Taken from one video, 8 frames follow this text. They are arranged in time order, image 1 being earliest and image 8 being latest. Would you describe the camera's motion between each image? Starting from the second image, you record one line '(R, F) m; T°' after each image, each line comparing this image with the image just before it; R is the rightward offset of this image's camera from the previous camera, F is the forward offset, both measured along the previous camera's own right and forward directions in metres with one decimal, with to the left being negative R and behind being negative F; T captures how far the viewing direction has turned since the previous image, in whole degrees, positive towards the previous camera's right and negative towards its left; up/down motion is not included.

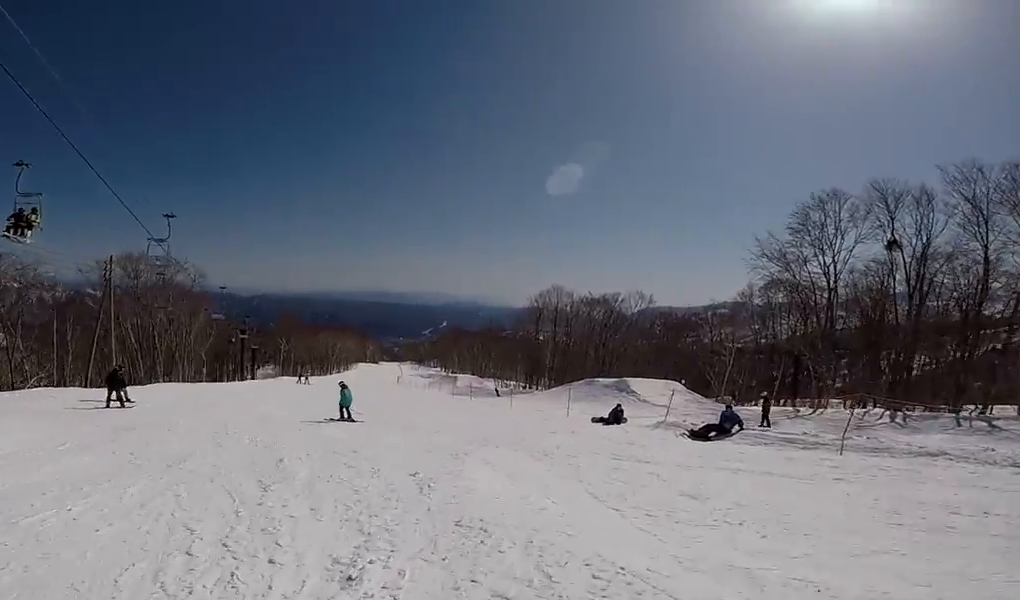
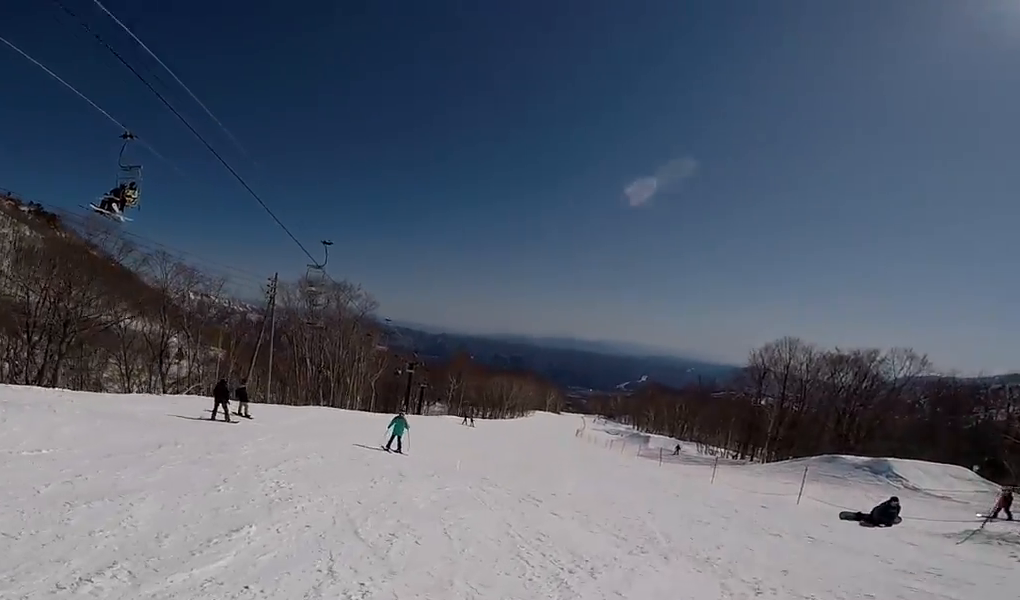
(-0.8, +4.3) m; -17°
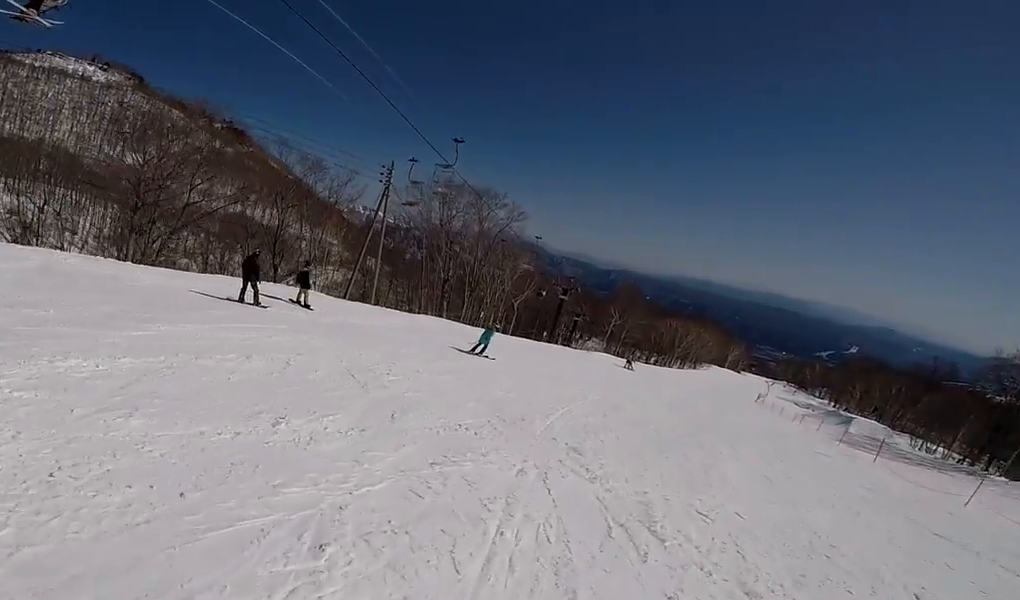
(-1.2, +5.8) m; -23°
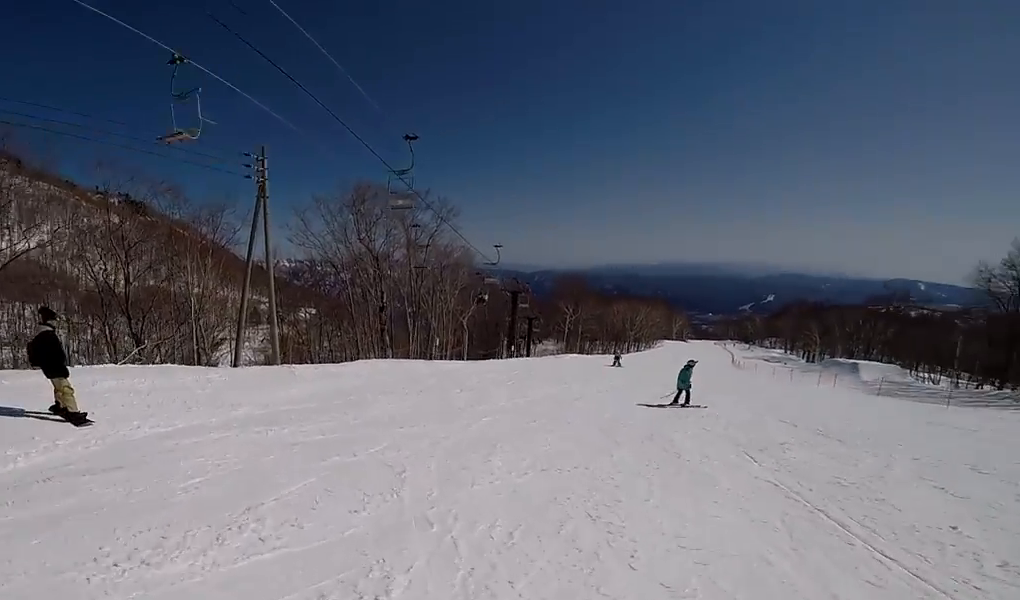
(-1.5, +10.0) m; +11°
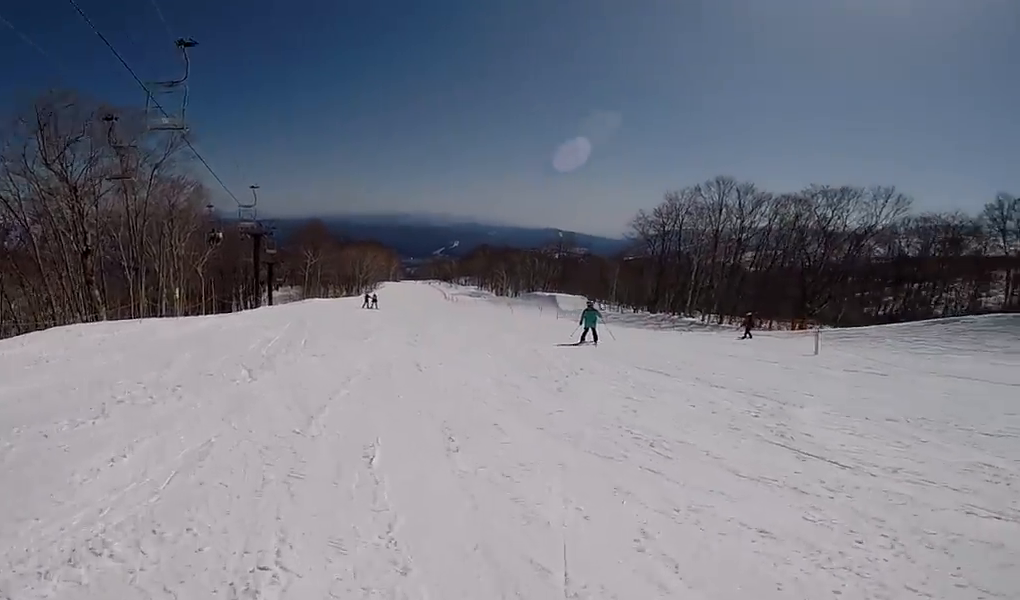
(+2.1, +5.8) m; +33°
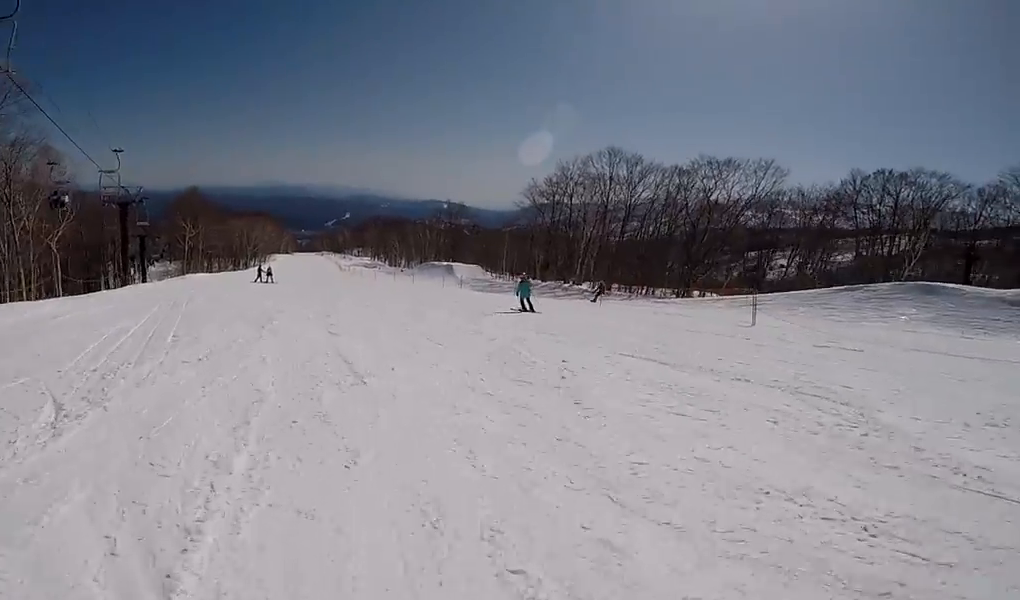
(+0.4, +3.3) m; +13°
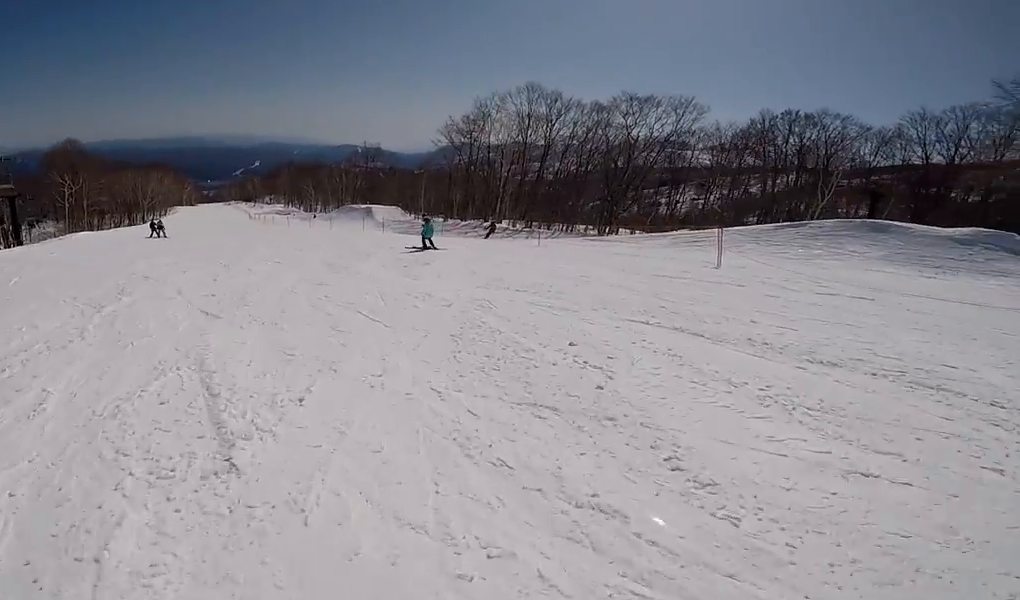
(+0.3, +3.4) m; +8°
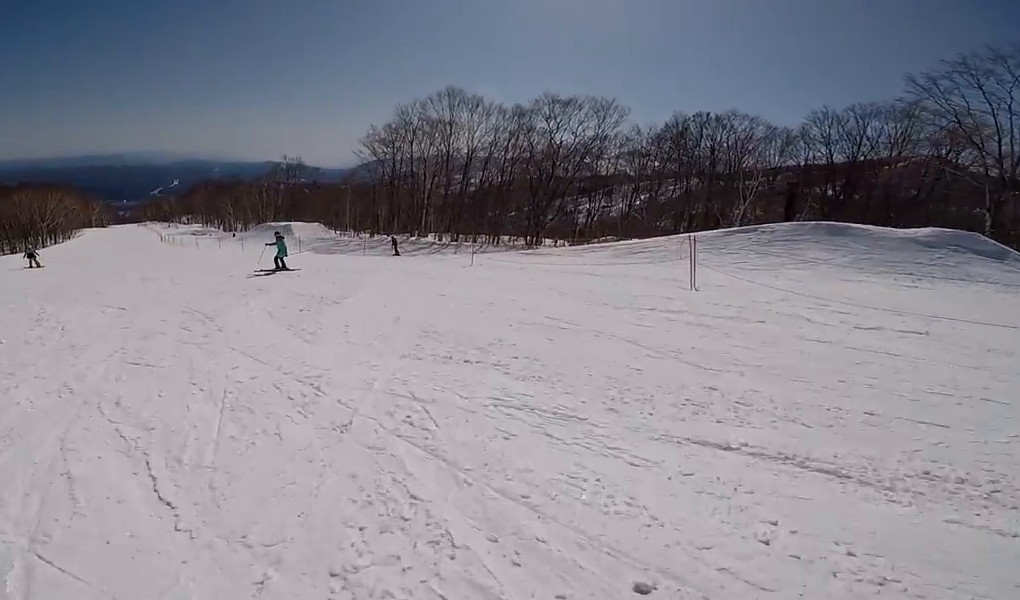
(+0.3, +3.9) m; +2°
